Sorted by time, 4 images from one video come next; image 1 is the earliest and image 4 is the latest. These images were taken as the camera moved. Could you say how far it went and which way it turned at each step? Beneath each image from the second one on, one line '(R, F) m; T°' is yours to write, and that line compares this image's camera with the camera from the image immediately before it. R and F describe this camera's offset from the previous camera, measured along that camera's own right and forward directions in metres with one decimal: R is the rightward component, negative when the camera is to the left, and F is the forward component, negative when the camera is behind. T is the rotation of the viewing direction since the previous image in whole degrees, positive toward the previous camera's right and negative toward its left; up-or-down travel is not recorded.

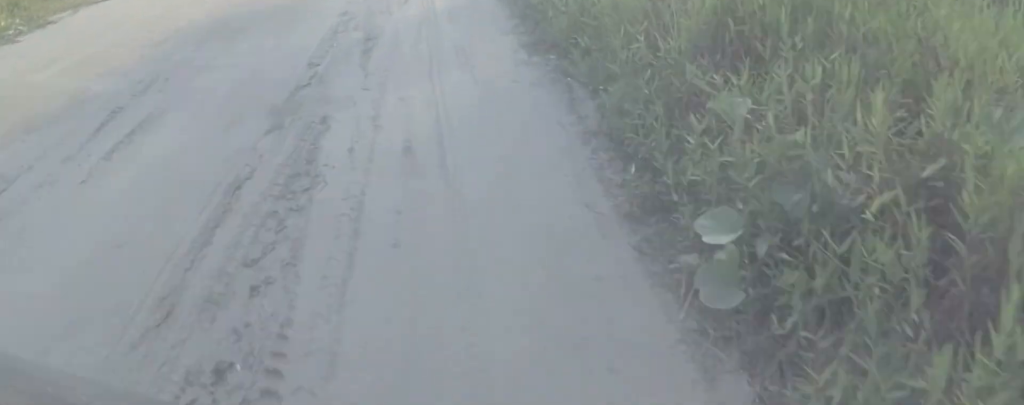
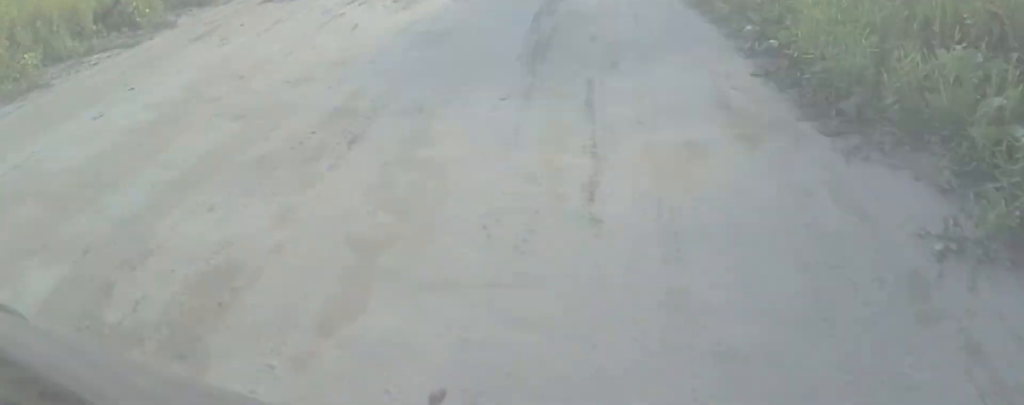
(-0.3, +22.6) m; +2°
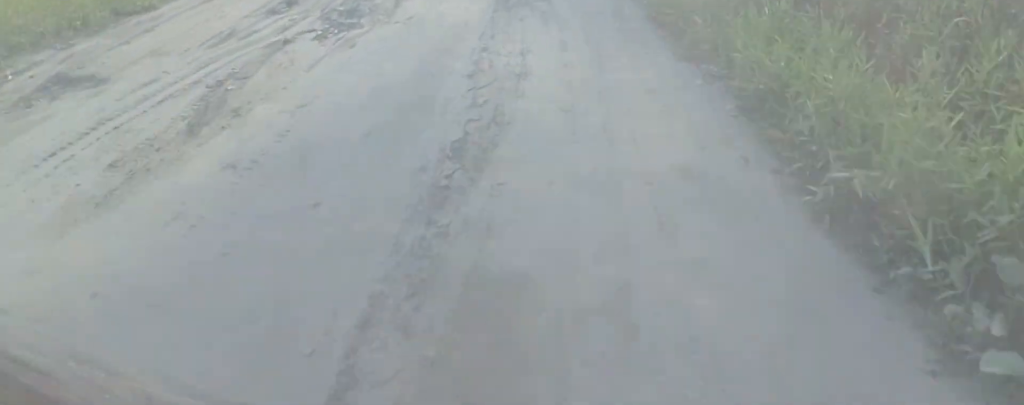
(+0.1, +3.8) m; -1°
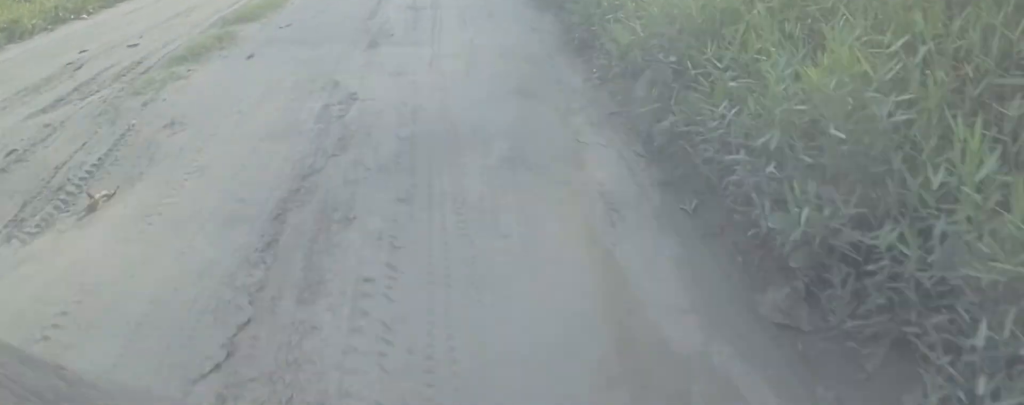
(+0.5, +8.1) m; -2°
